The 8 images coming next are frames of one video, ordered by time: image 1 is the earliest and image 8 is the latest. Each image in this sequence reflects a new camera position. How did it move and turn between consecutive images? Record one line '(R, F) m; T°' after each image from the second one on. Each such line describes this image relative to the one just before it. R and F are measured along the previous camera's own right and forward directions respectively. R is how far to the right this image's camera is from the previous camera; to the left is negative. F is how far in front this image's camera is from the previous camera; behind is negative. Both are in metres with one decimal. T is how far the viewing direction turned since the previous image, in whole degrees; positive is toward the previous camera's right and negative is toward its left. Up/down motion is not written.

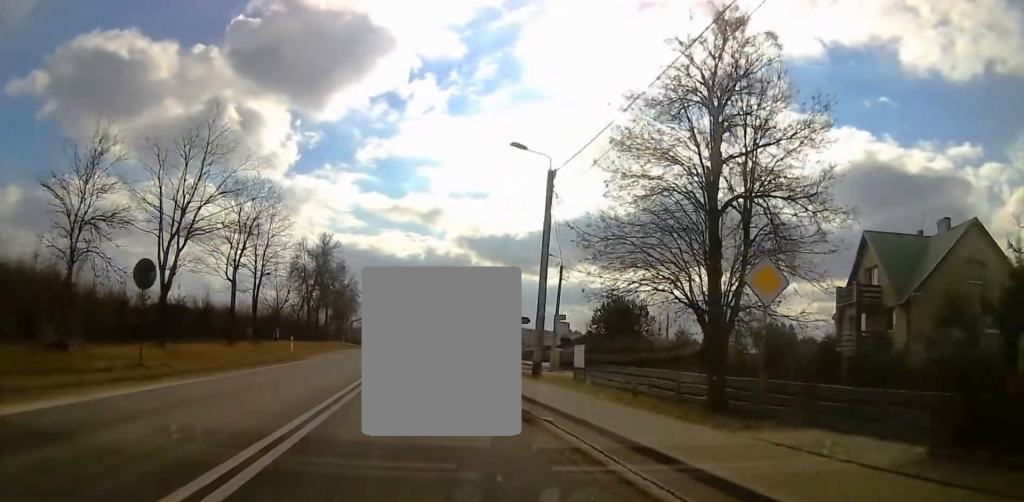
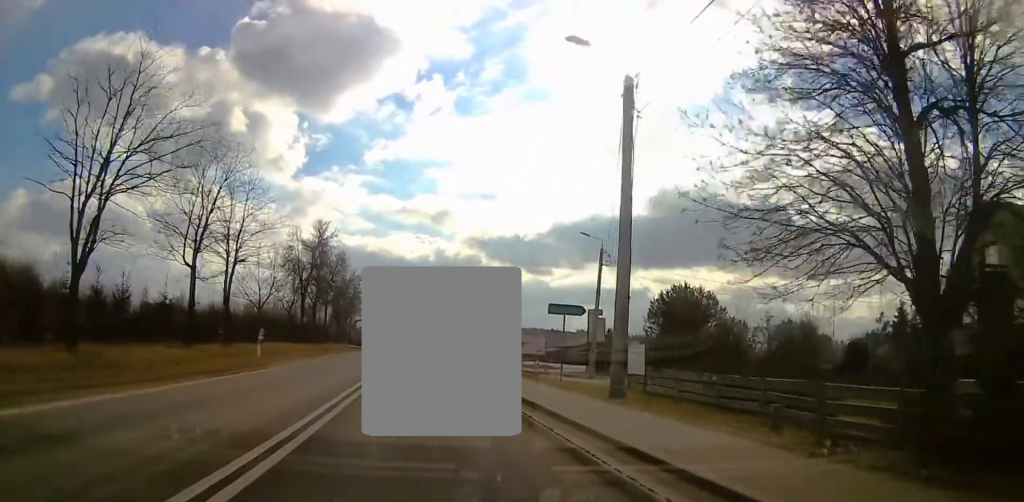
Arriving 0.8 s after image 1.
(-0.4, +9.7) m; -3°
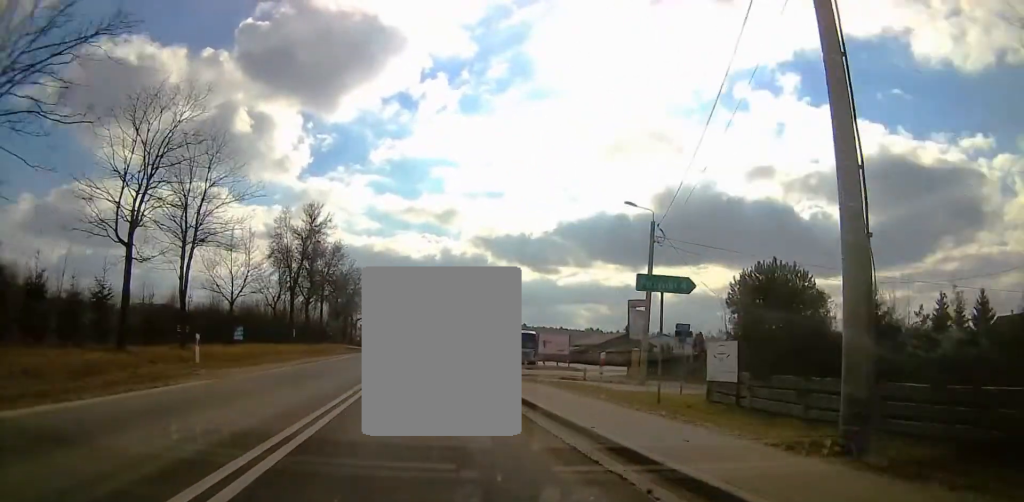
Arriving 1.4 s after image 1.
(-0.3, +8.3) m; -2°
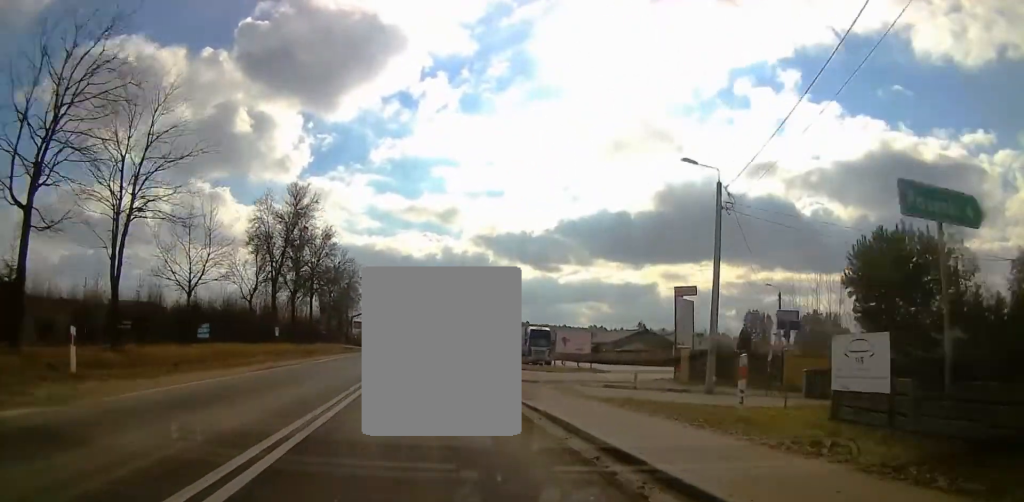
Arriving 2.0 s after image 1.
(0.0, +7.9) m; 0°
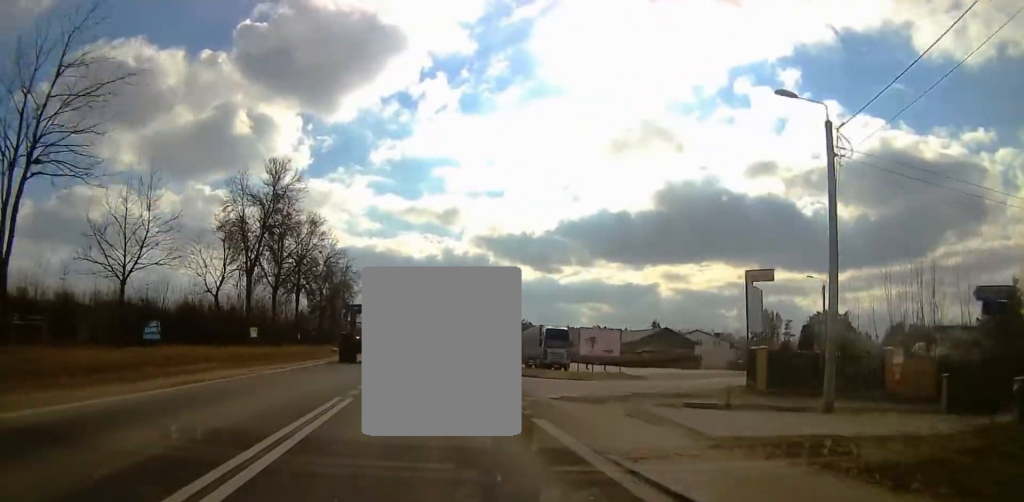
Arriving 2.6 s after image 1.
(0.0, +8.0) m; +1°
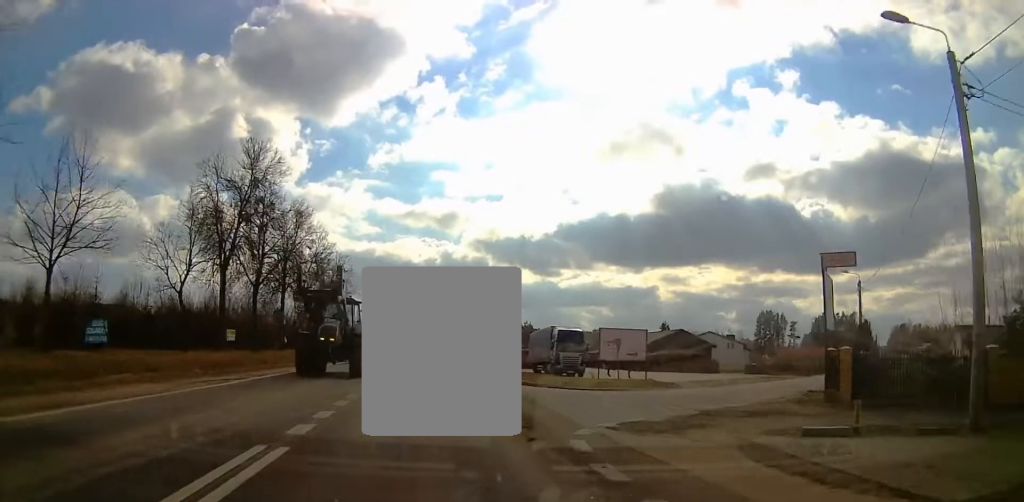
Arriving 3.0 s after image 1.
(0.0, +5.9) m; +1°
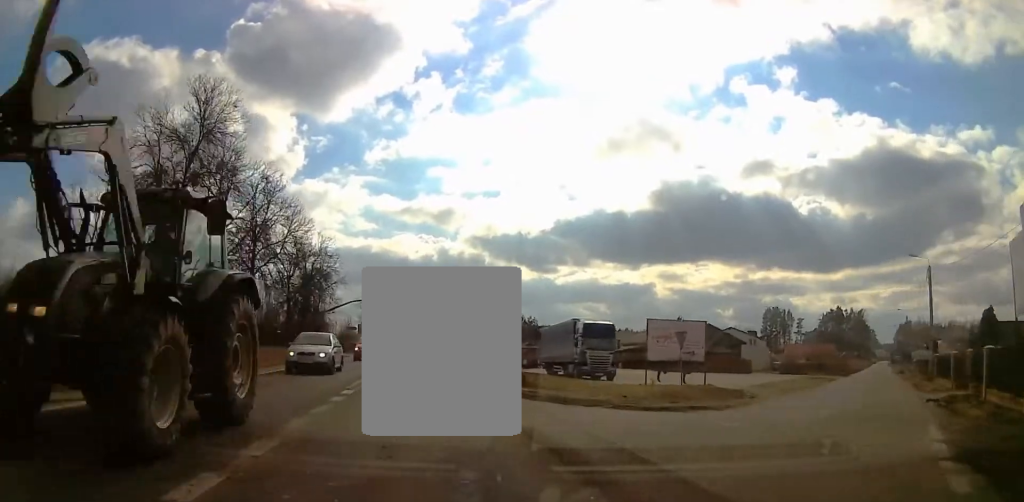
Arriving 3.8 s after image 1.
(+0.2, +9.9) m; 0°
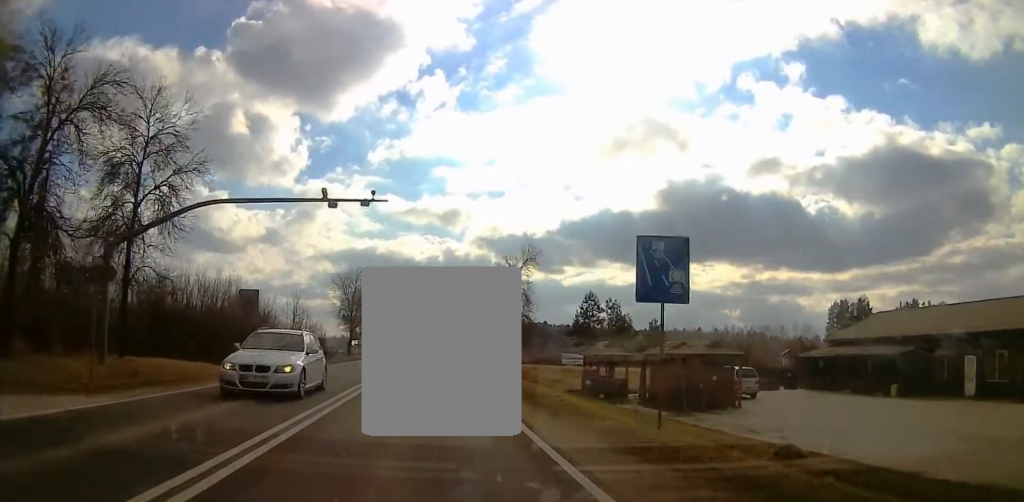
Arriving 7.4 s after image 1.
(-0.1, +51.0) m; +1°
